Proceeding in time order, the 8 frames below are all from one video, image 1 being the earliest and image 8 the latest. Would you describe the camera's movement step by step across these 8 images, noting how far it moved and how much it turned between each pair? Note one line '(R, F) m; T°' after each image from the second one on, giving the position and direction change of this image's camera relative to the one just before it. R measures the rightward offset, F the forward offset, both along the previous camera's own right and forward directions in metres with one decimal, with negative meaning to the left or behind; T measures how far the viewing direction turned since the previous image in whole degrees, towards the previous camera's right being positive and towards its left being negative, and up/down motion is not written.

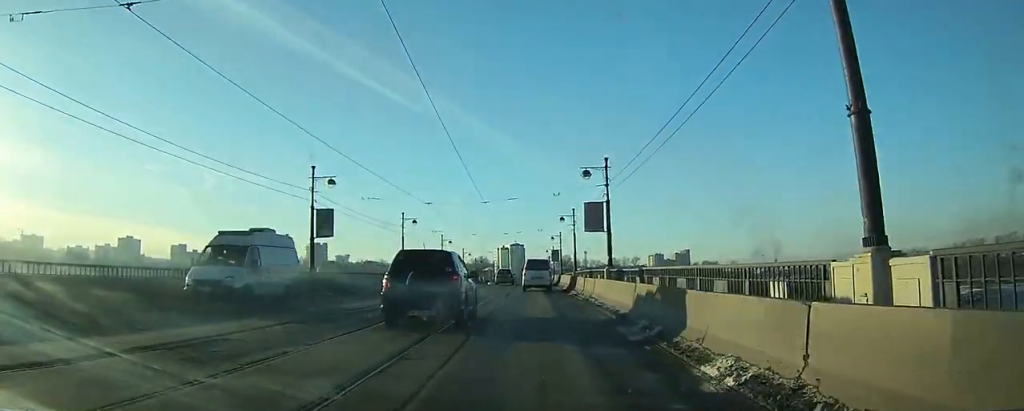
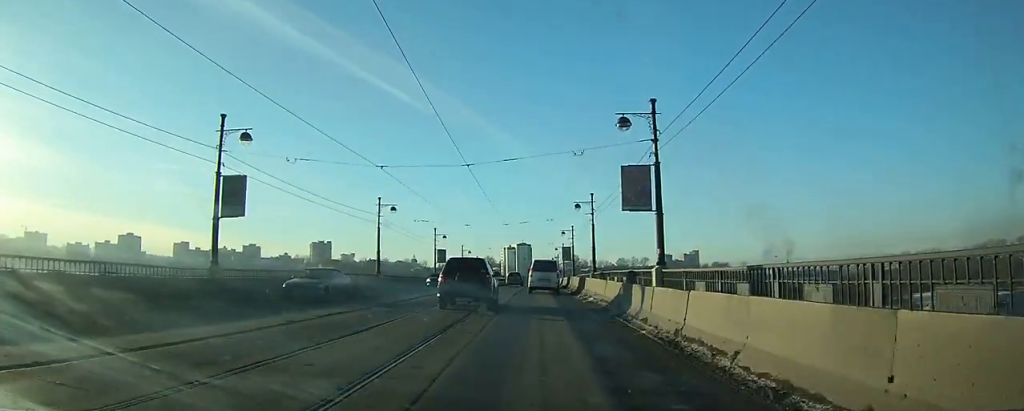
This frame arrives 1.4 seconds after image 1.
(-0.1, +13.4) m; -1°
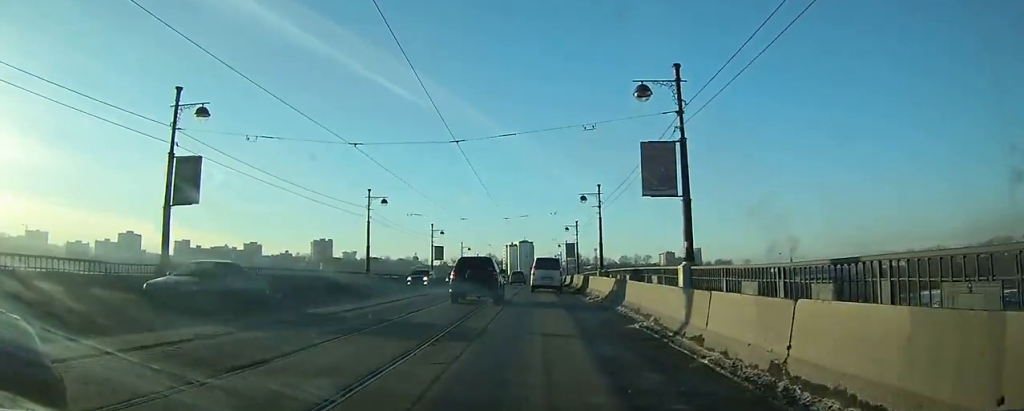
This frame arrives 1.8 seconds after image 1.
(0.0, +4.0) m; 0°
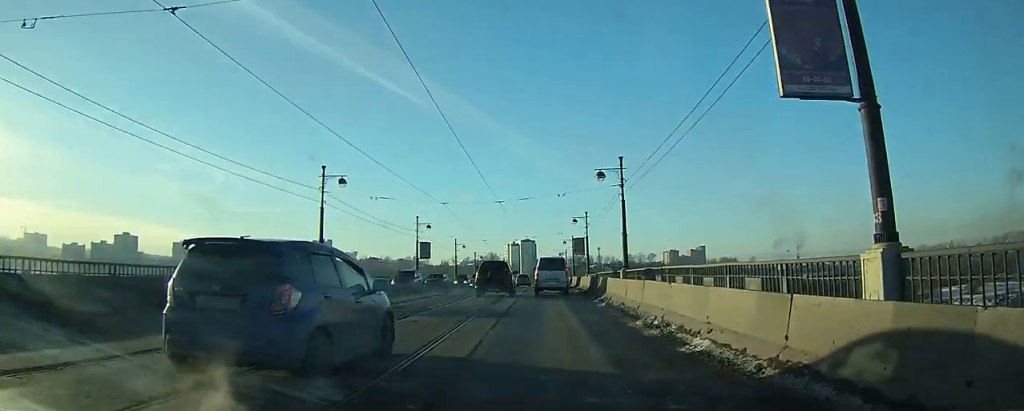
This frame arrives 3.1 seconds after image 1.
(-0.2, +11.7) m; -1°
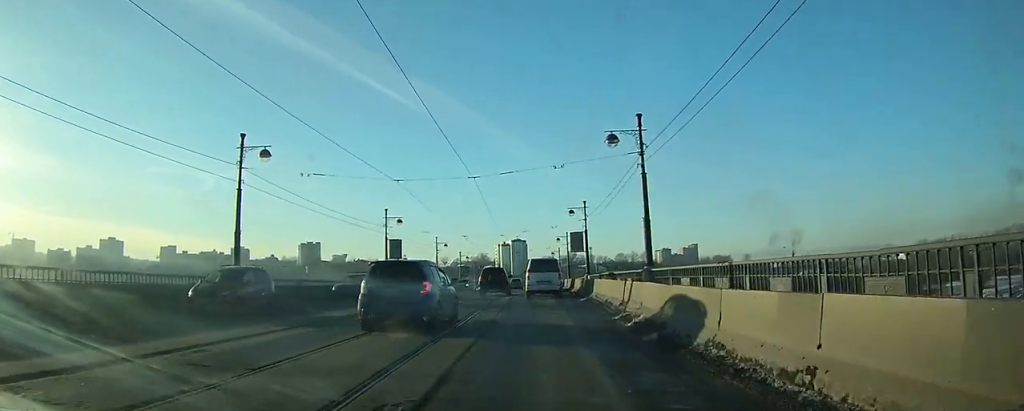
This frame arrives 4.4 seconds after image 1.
(-0.1, +10.6) m; -1°
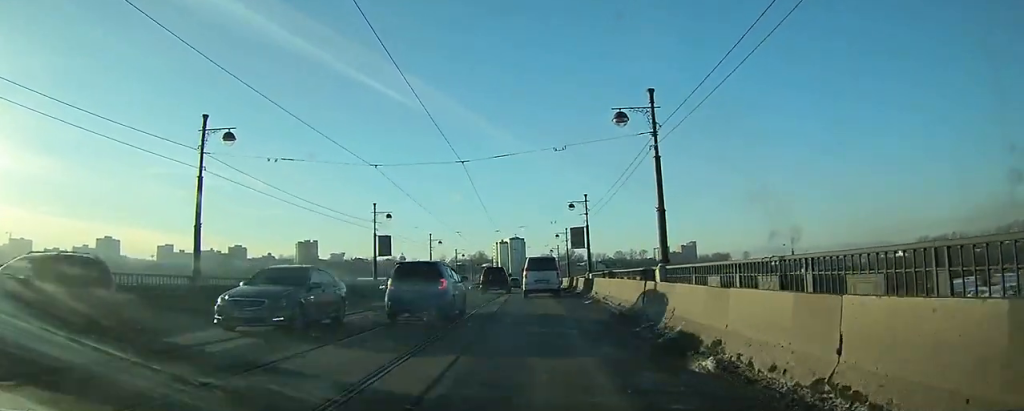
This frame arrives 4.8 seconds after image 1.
(0.0, +3.6) m; 0°
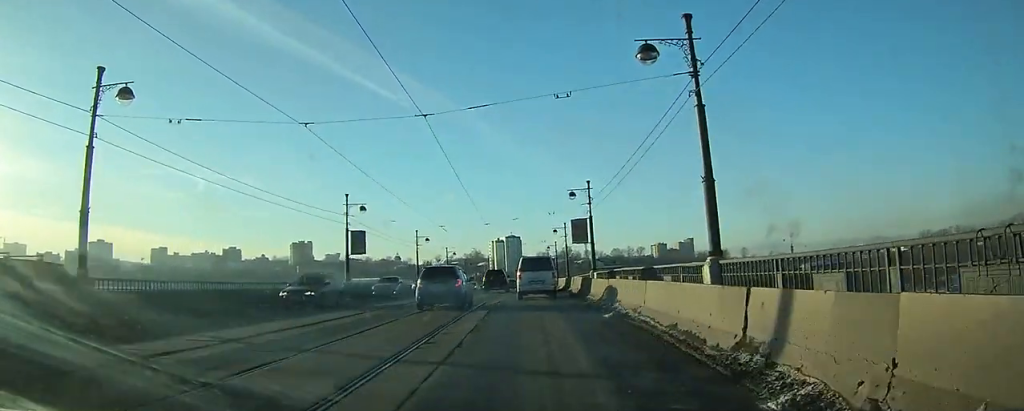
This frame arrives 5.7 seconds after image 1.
(0.0, +7.3) m; 0°
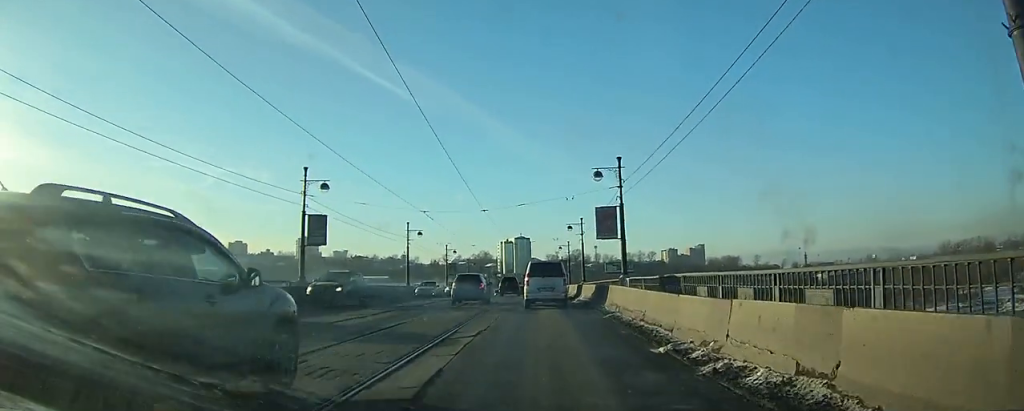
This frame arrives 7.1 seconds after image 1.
(+0.1, +11.3) m; +1°
